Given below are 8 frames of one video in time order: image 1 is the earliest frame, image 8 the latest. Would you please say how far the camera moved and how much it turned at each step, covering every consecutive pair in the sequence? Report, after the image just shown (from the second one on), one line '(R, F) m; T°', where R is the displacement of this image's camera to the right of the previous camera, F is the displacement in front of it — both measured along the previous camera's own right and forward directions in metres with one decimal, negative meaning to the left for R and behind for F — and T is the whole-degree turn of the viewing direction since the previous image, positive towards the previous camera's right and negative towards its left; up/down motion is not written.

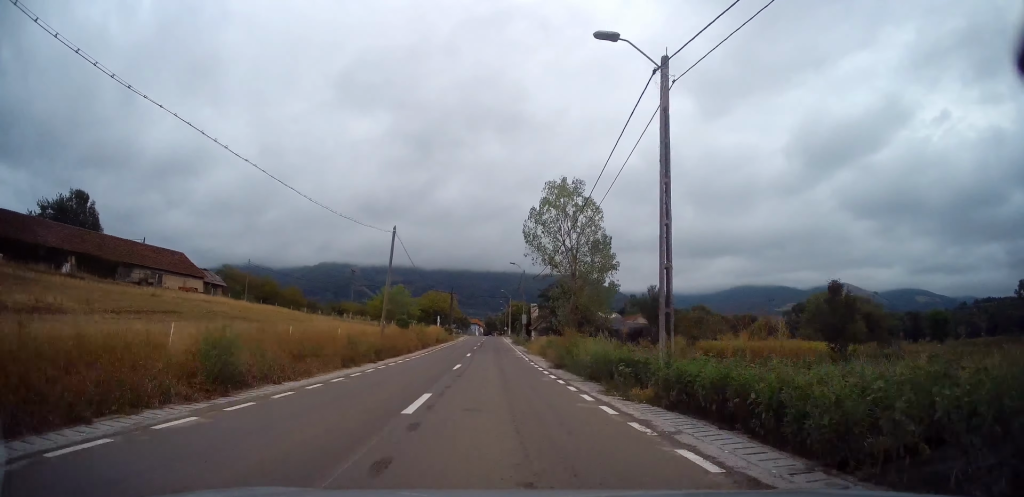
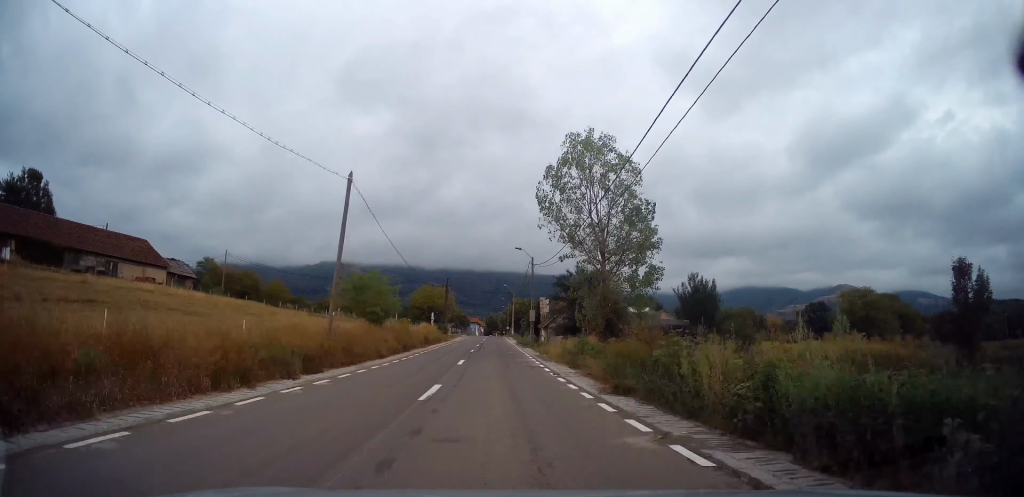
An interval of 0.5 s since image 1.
(-0.3, +9.9) m; 0°
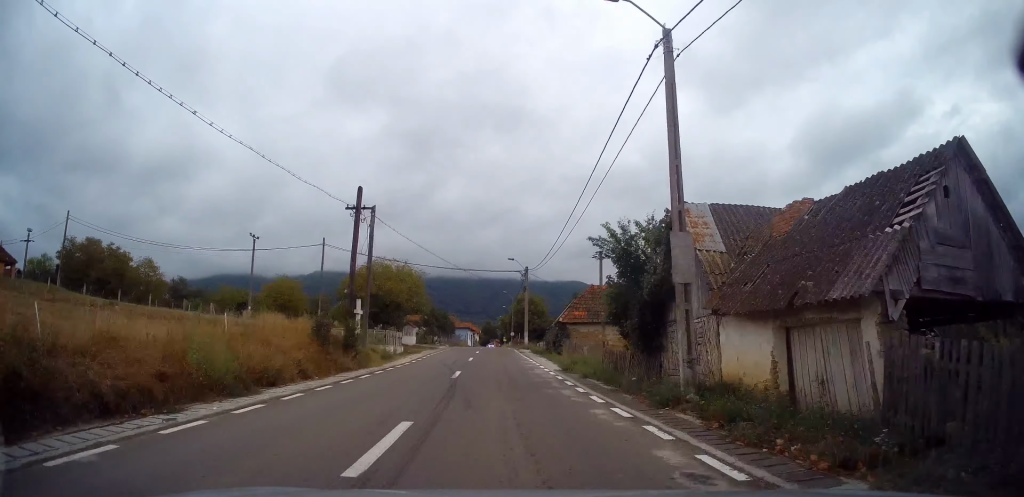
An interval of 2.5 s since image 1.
(+0.7, +40.4) m; +1°
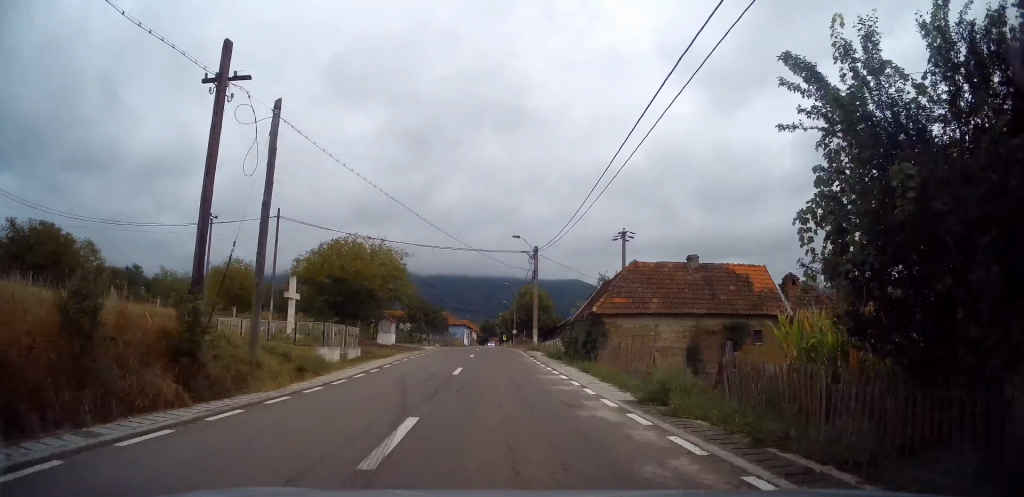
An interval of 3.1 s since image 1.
(-0.1, +11.4) m; 0°
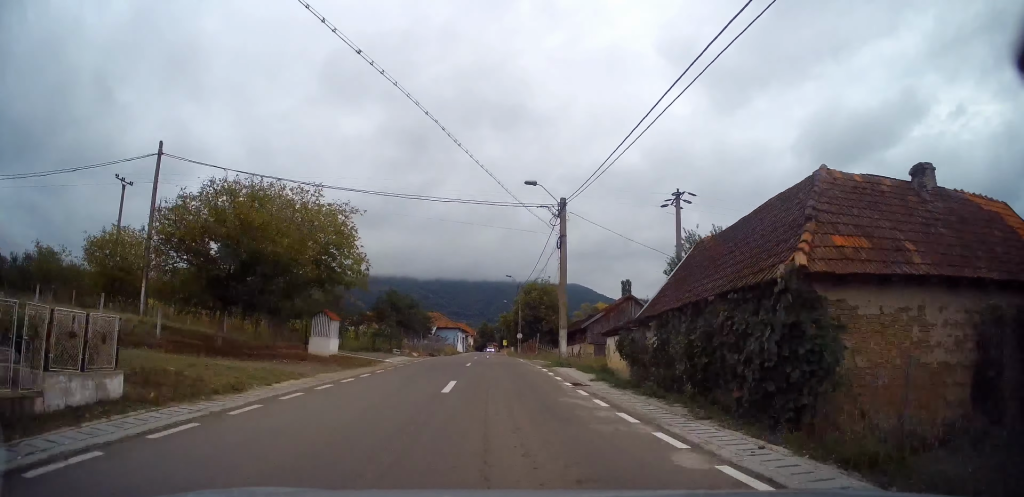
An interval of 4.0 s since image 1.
(+0.2, +16.4) m; 0°
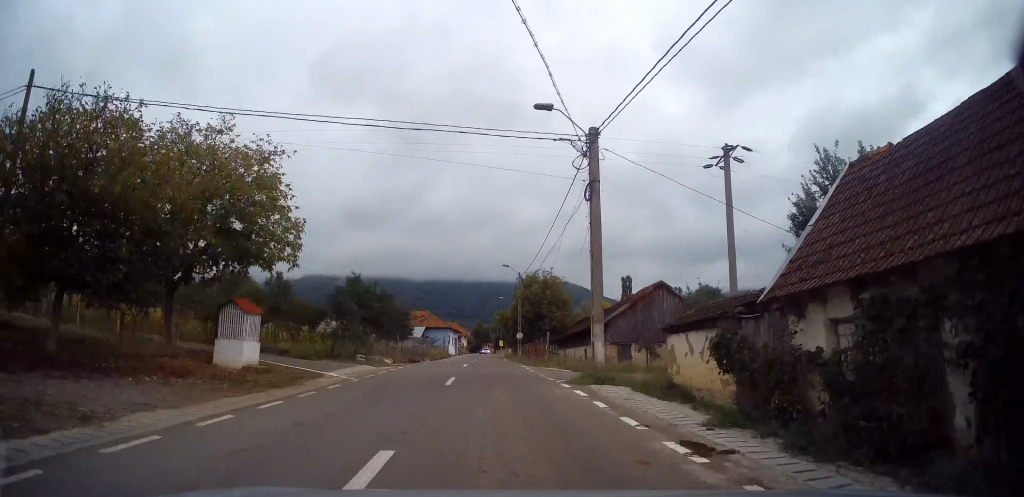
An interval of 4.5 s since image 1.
(0.0, +9.4) m; 0°
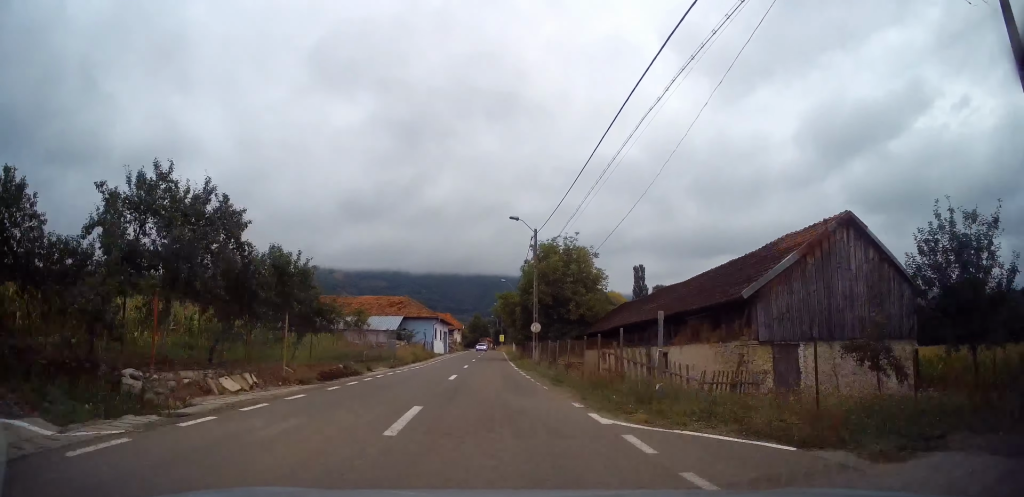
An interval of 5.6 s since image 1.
(0.0, +19.5) m; 0°
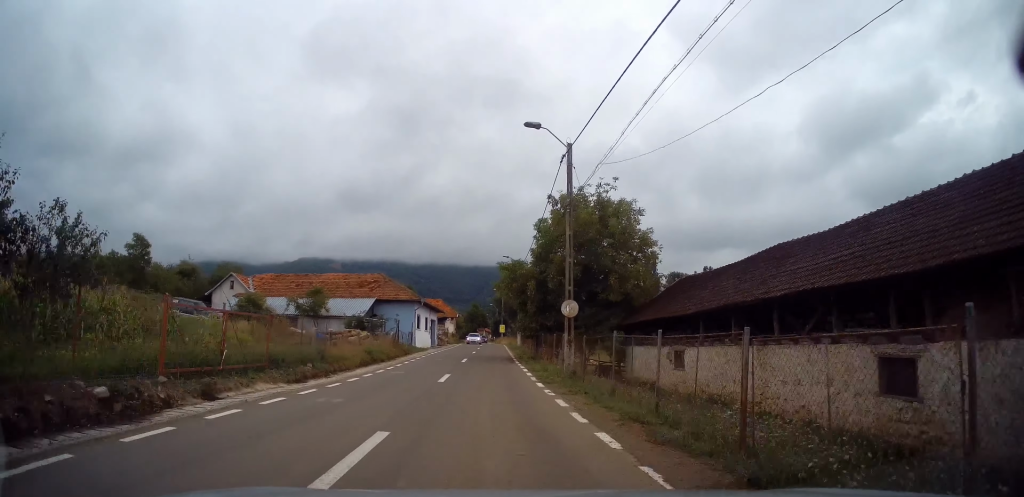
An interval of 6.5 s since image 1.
(0.0, +14.1) m; 0°
